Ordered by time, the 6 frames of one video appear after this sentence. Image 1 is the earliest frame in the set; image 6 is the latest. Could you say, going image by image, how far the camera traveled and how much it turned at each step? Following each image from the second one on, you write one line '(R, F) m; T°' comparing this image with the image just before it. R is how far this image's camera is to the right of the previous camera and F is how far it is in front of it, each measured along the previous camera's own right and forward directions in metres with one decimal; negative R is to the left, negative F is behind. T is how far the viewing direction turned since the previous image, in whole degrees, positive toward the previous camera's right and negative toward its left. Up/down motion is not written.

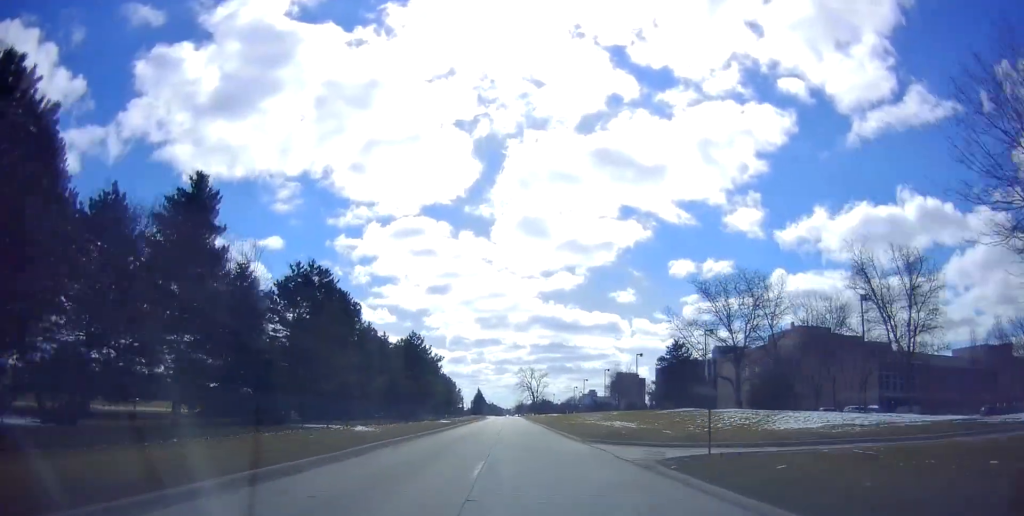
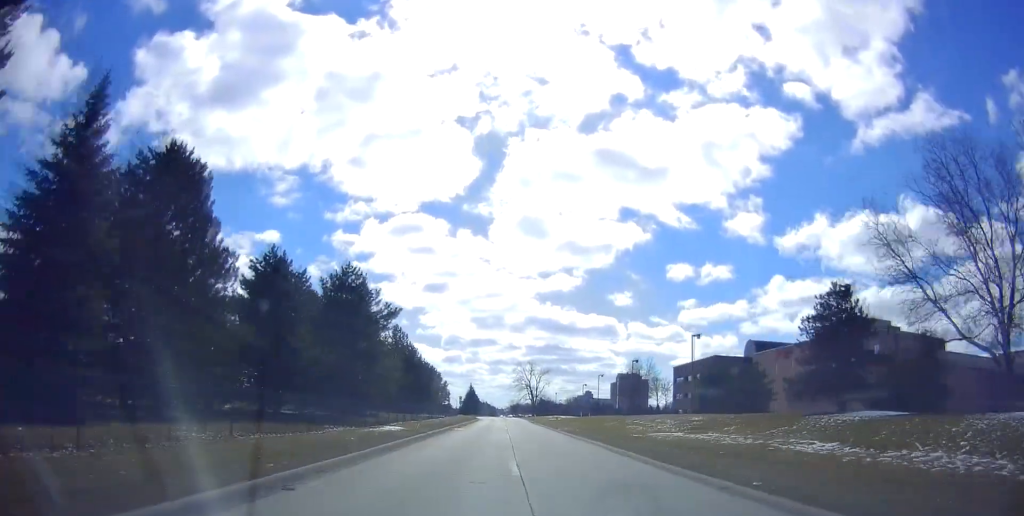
(+0.3, +27.3) m; +1°
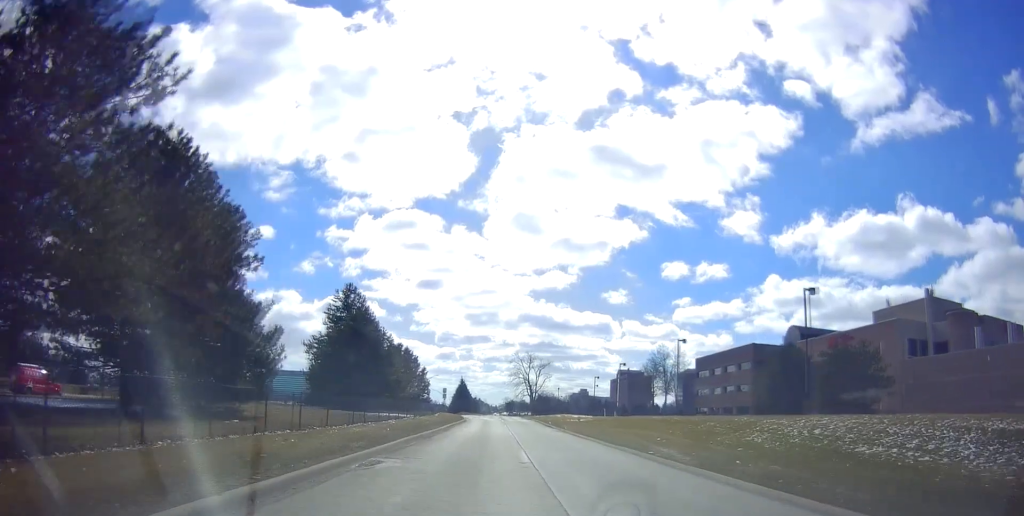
(-0.2, +26.6) m; 0°
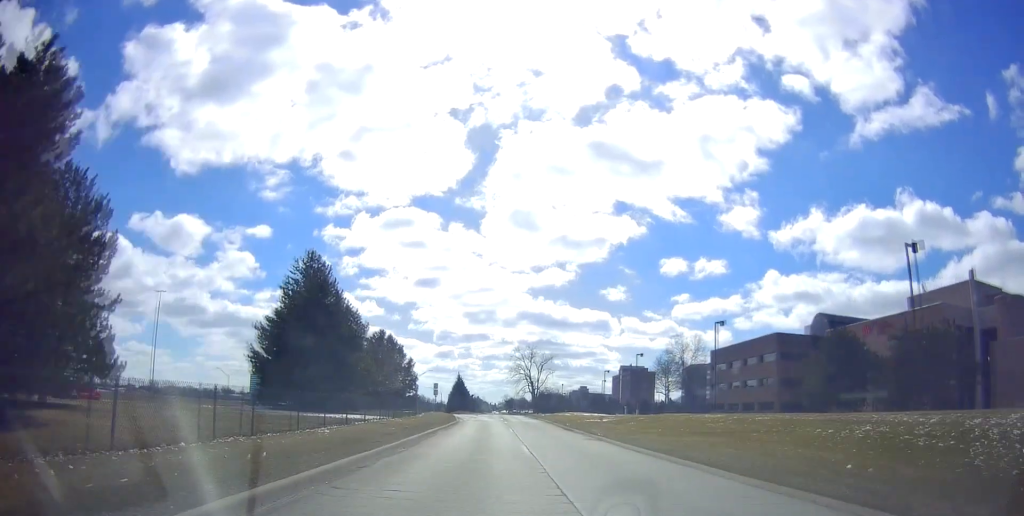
(-0.1, +13.9) m; +1°
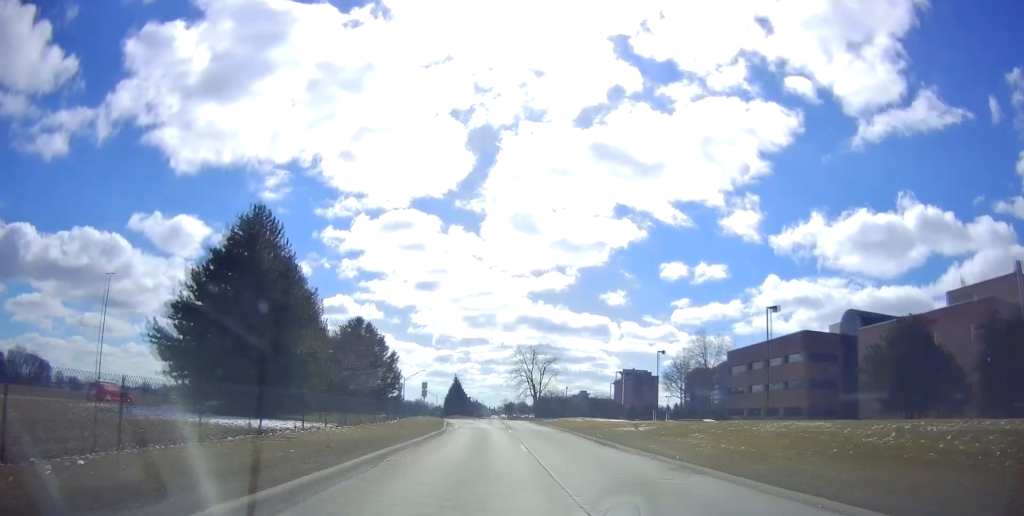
(+0.2, +14.7) m; 0°
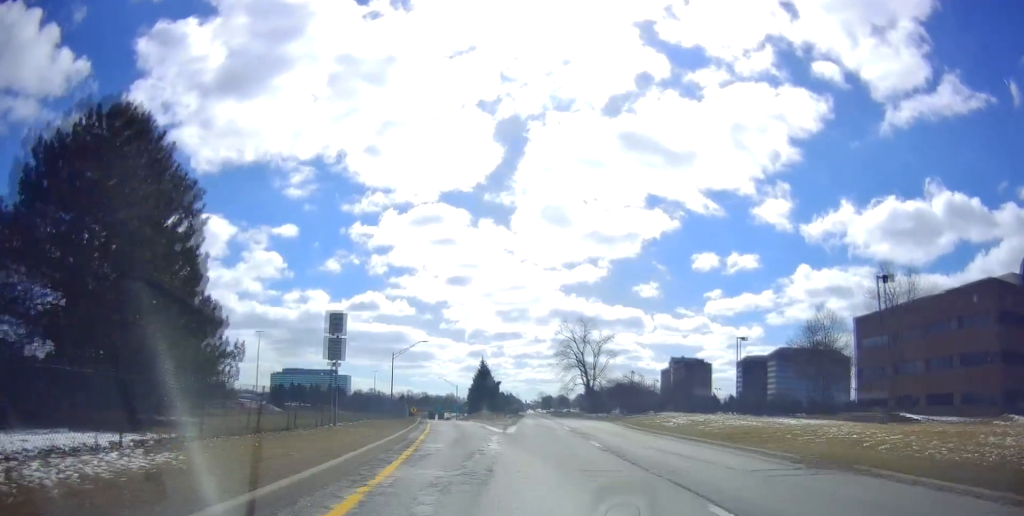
(-2.0, +50.6) m; -6°
